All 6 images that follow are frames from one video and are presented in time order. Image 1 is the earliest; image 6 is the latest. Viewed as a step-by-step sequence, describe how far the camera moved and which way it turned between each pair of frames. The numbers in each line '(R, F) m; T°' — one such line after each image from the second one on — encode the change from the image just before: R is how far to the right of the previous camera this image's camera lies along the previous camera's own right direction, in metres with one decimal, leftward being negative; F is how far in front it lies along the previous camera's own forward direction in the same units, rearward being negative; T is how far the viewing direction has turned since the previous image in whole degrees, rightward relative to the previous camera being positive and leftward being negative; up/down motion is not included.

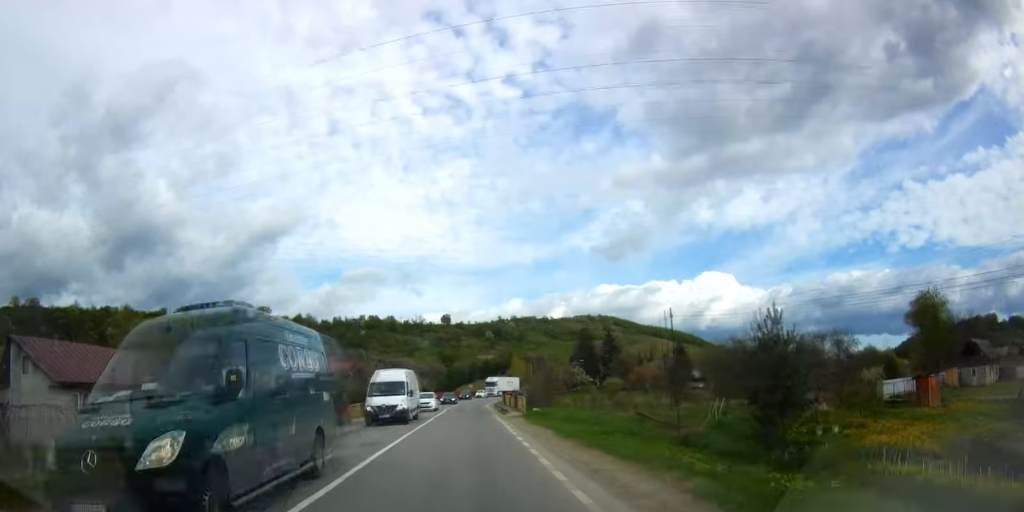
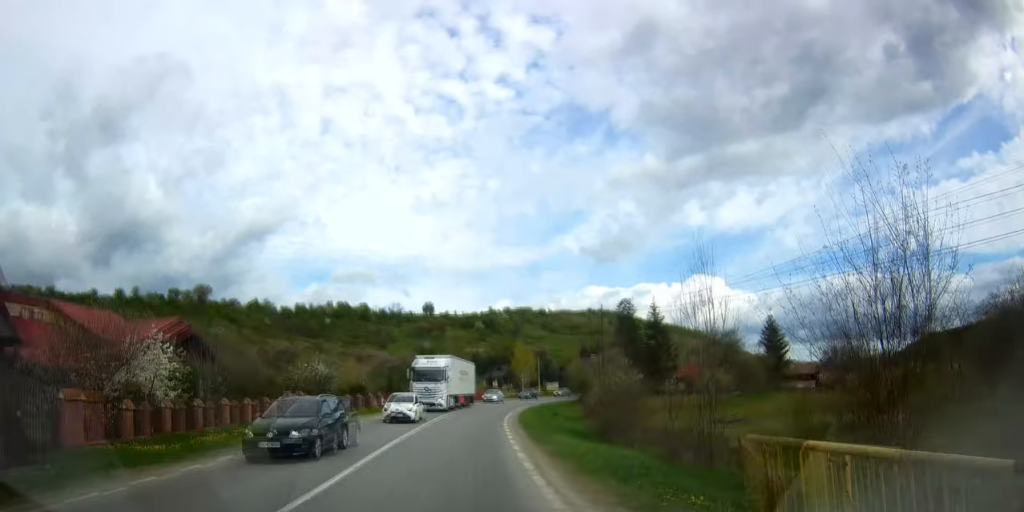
(-0.3, +50.2) m; 0°
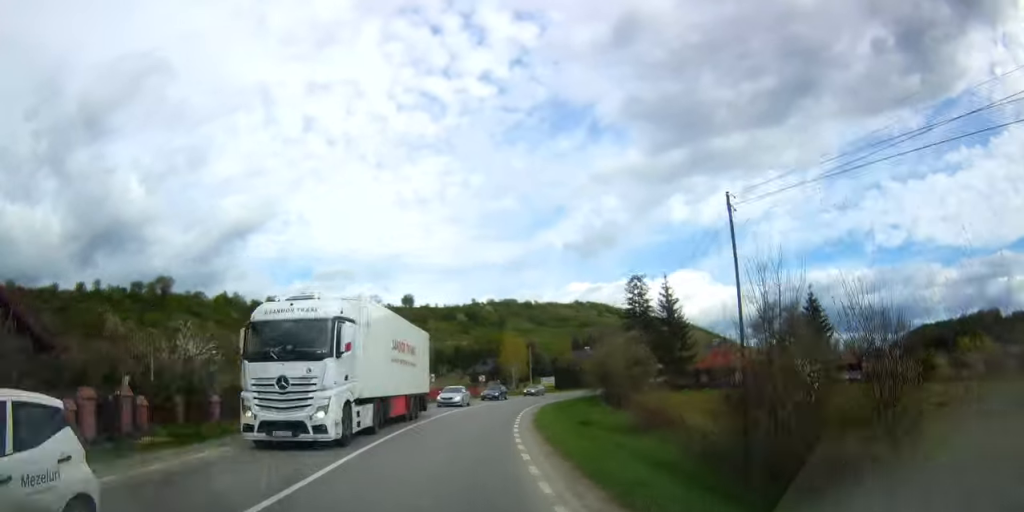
(-0.1, +17.2) m; +1°
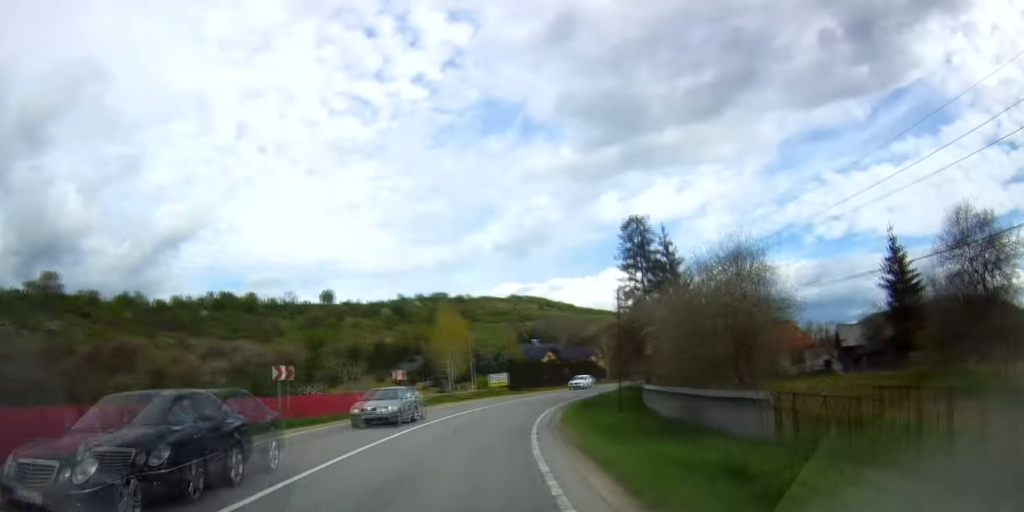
(+0.5, +30.6) m; +4°
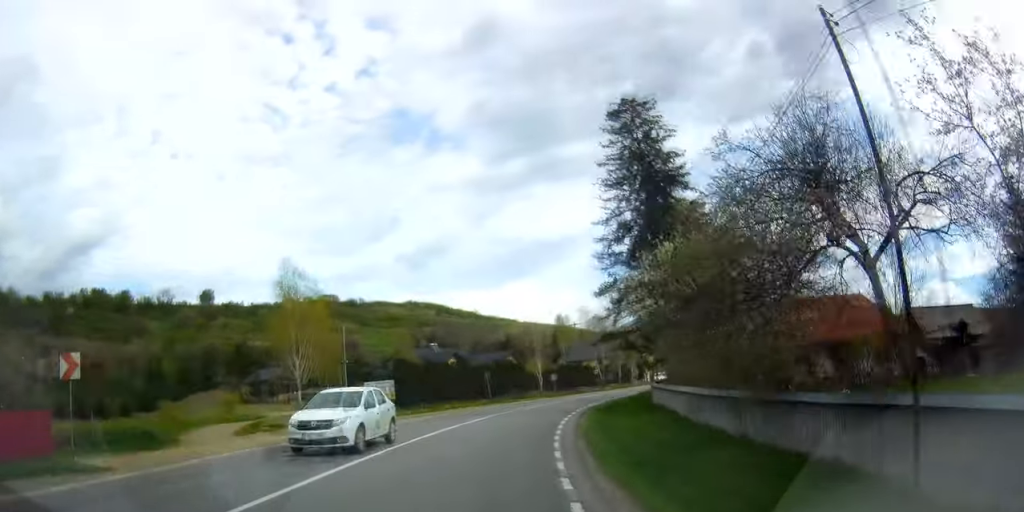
(+0.3, +31.0) m; +1°
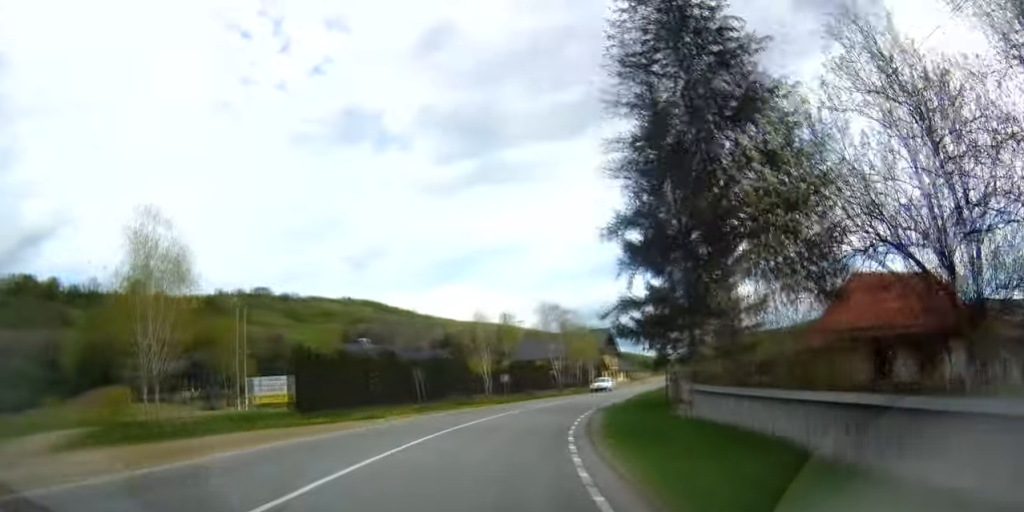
(-2.3, +14.5) m; +11°
